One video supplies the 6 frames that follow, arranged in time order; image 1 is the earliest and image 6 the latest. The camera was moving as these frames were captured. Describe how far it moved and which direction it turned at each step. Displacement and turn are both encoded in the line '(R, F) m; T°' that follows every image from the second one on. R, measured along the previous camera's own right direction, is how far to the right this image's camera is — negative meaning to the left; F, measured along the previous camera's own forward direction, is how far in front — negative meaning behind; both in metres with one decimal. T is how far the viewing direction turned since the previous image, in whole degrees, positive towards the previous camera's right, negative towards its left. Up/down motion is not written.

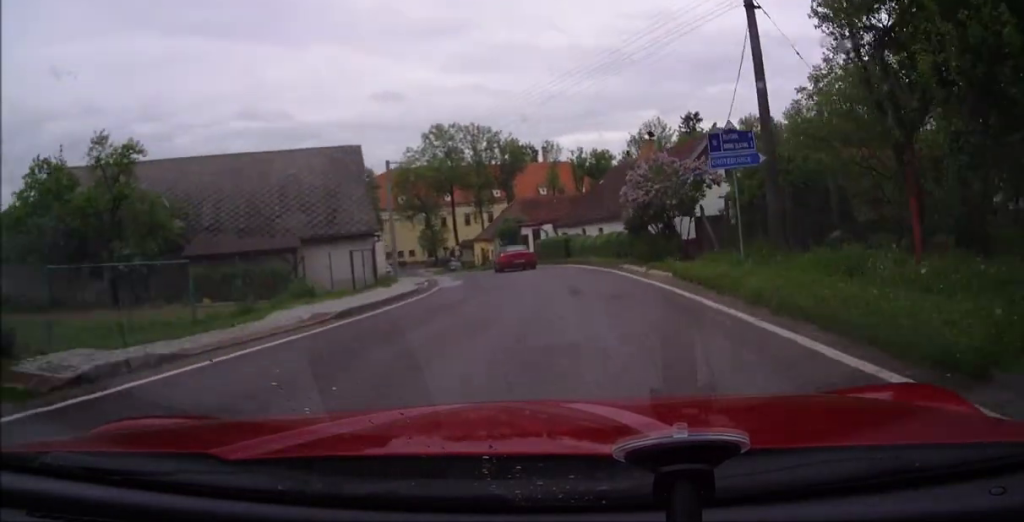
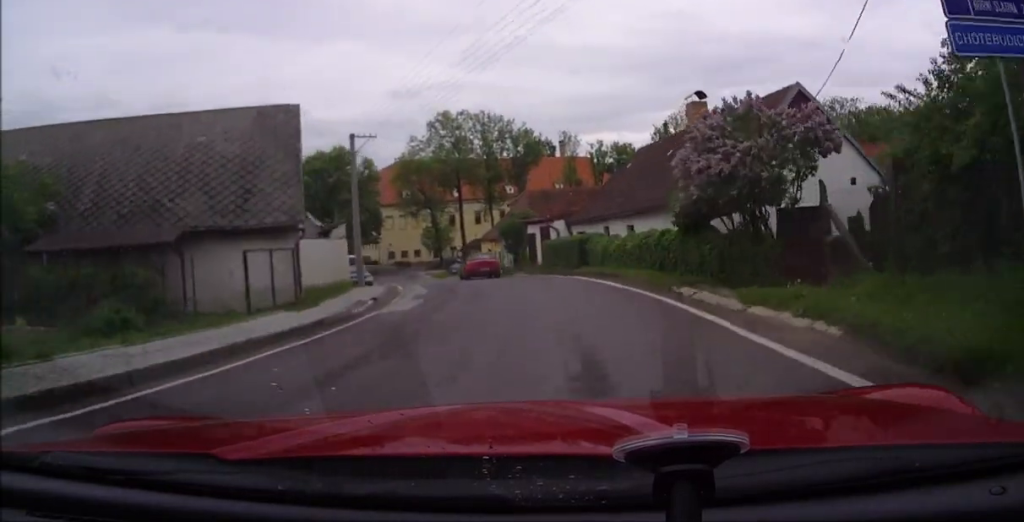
(+0.3, +10.0) m; +2°
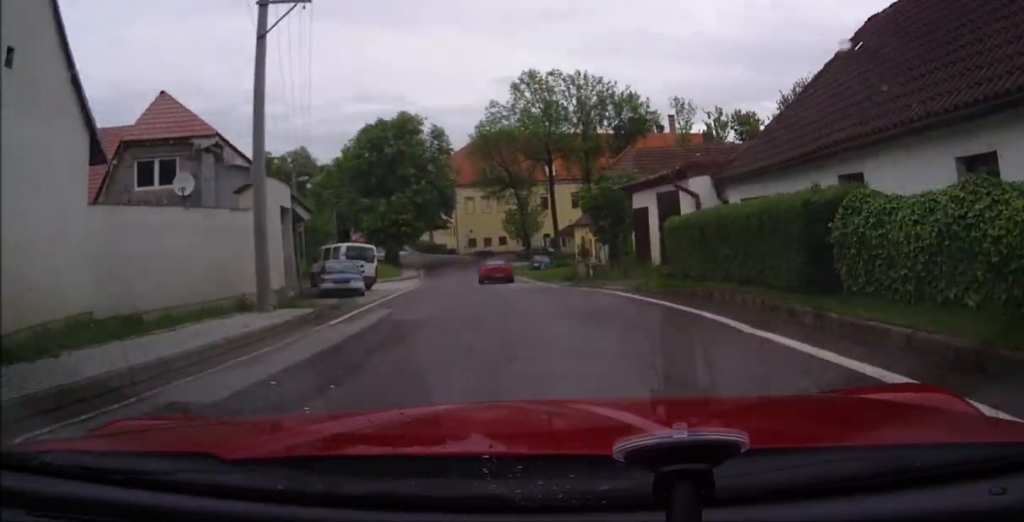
(-0.2, +18.5) m; -6°
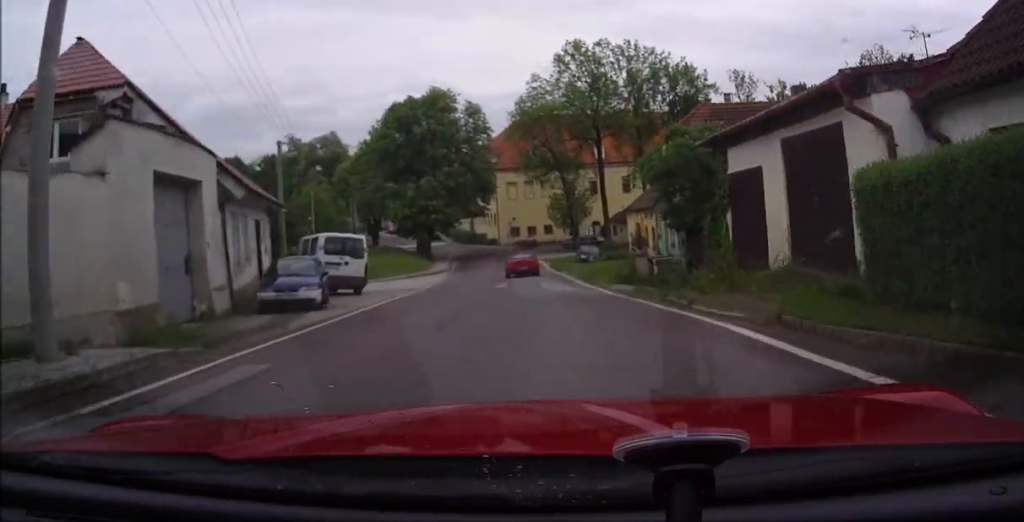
(-0.7, +8.4) m; -3°
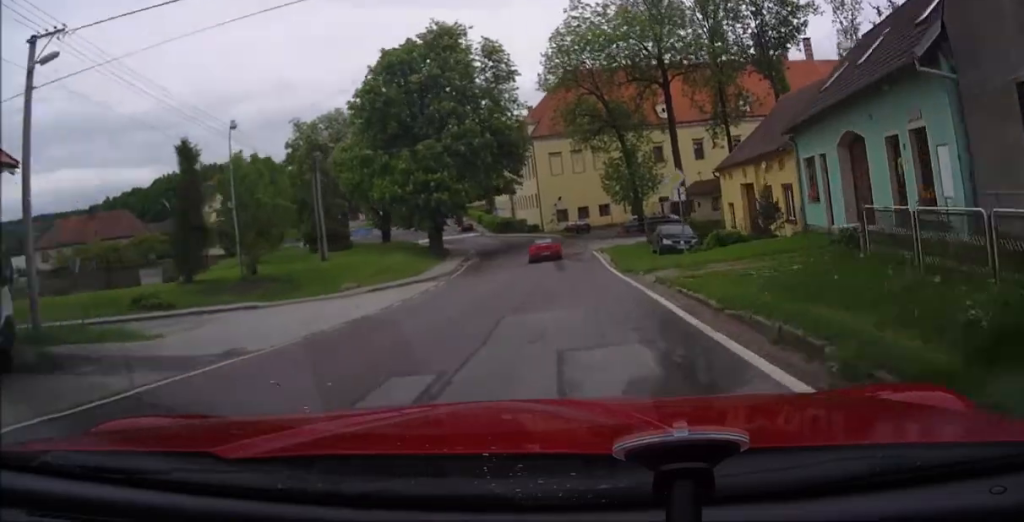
(-0.8, +20.1) m; -11°
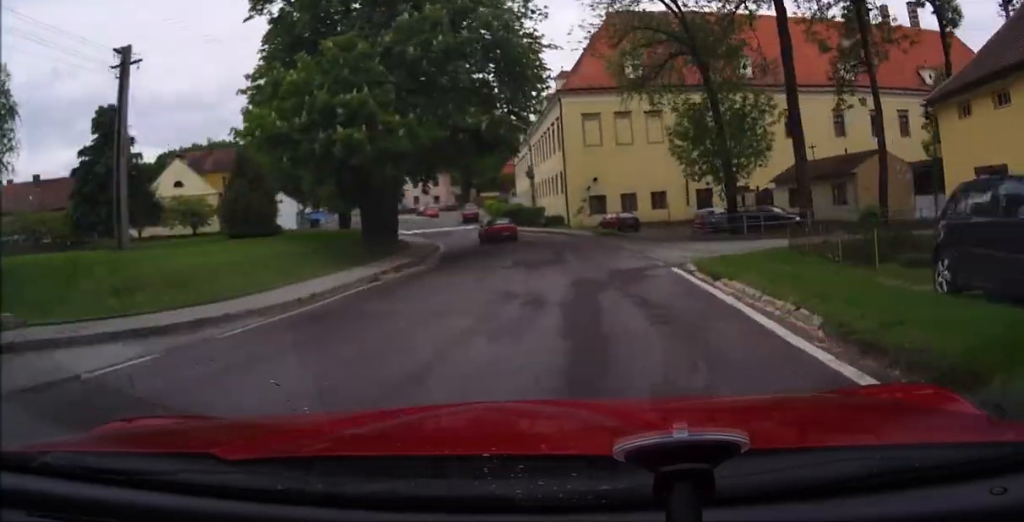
(-3.9, +21.8) m; -14°
